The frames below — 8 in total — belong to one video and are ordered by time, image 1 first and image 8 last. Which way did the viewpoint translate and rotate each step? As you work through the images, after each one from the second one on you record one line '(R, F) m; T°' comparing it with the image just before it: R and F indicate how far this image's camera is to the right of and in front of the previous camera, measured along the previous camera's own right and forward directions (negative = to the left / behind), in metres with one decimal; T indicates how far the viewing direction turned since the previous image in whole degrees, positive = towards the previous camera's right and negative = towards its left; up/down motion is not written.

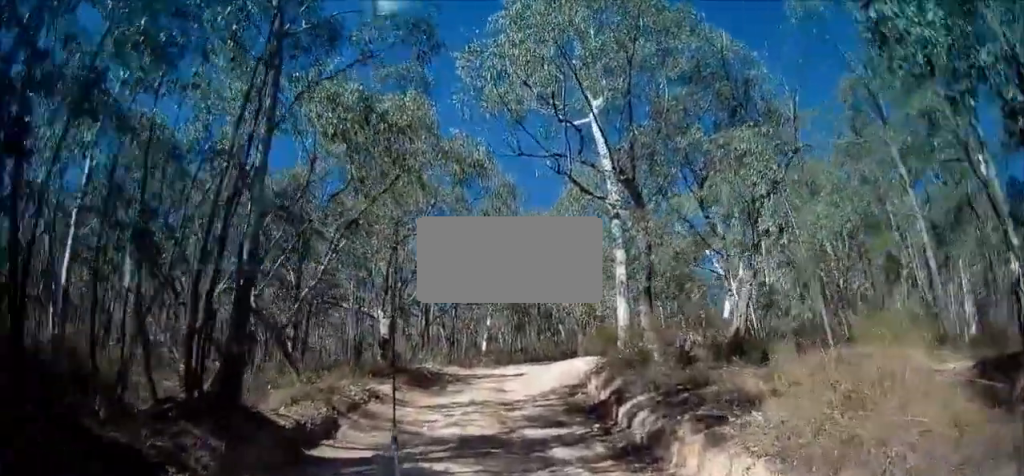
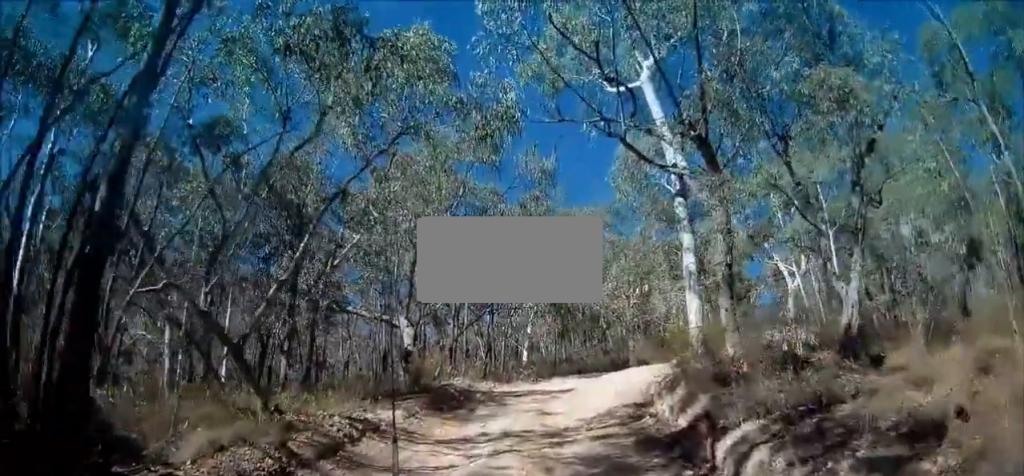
(0.0, +3.2) m; -1°
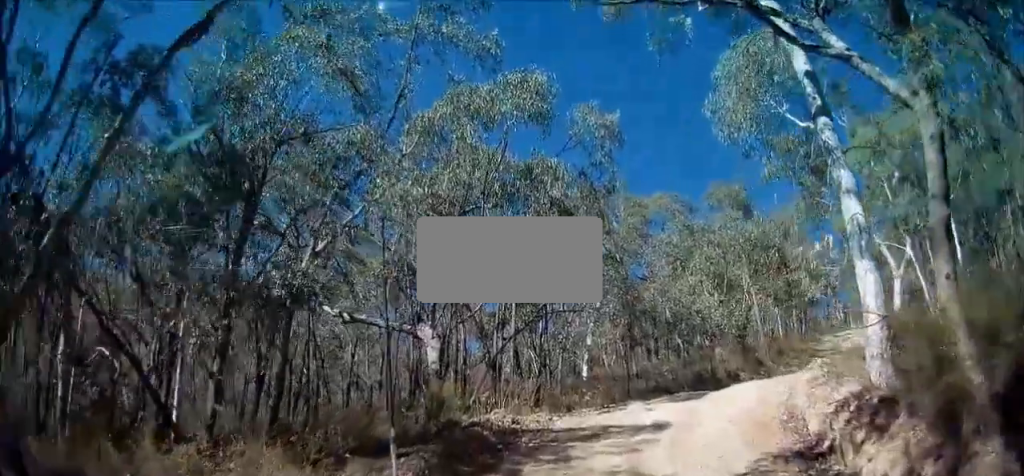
(-0.3, +5.7) m; -8°
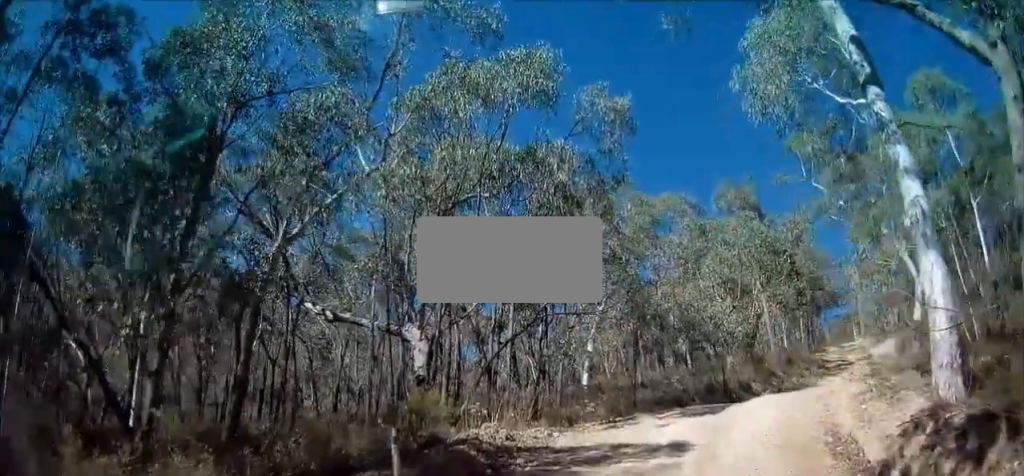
(-0.1, +1.6) m; 0°
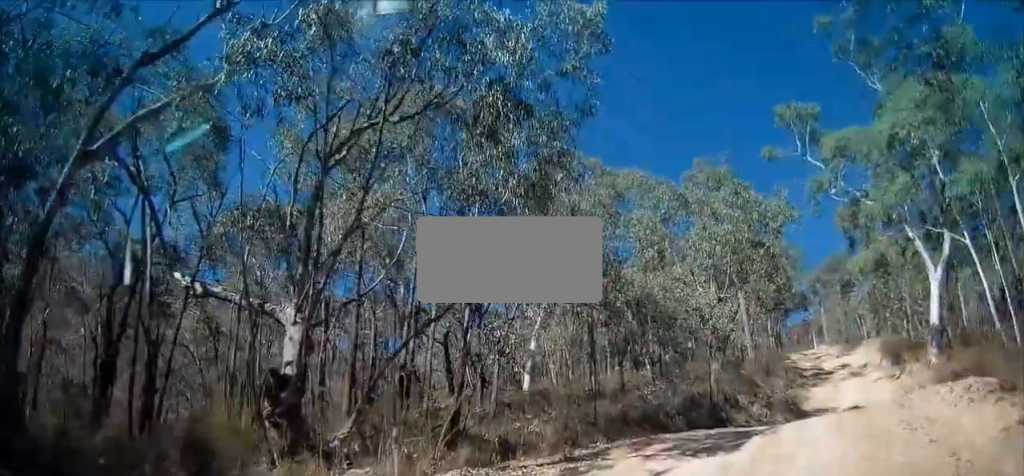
(0.0, +4.7) m; 0°
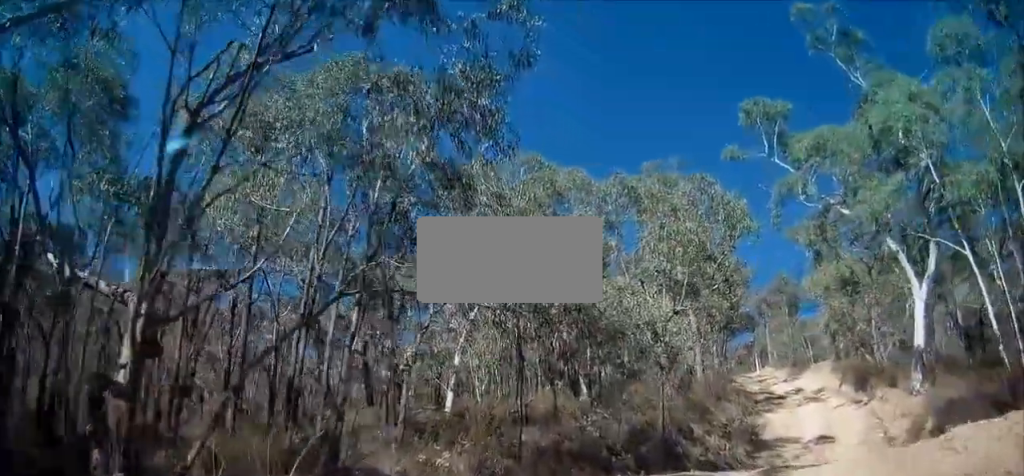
(0.0, +2.6) m; +2°
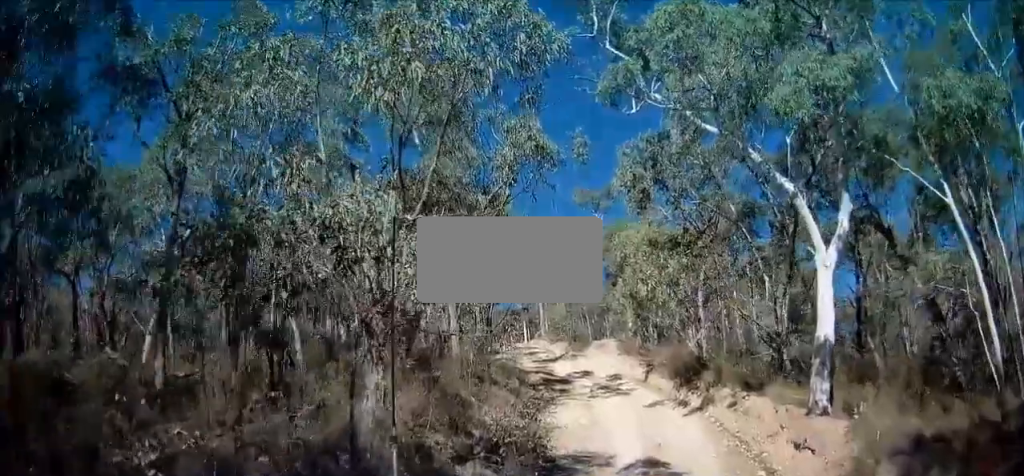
(+0.2, +6.5) m; +8°
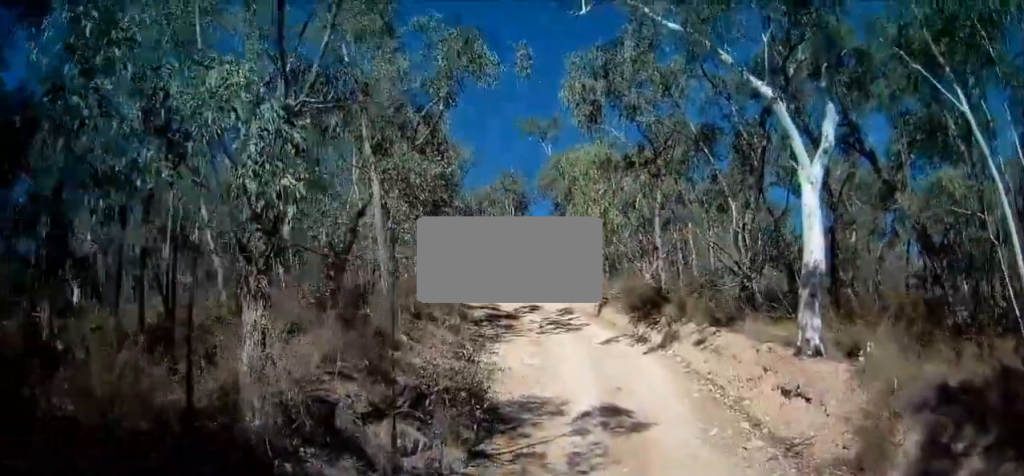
(-0.2, +1.7) m; +6°
